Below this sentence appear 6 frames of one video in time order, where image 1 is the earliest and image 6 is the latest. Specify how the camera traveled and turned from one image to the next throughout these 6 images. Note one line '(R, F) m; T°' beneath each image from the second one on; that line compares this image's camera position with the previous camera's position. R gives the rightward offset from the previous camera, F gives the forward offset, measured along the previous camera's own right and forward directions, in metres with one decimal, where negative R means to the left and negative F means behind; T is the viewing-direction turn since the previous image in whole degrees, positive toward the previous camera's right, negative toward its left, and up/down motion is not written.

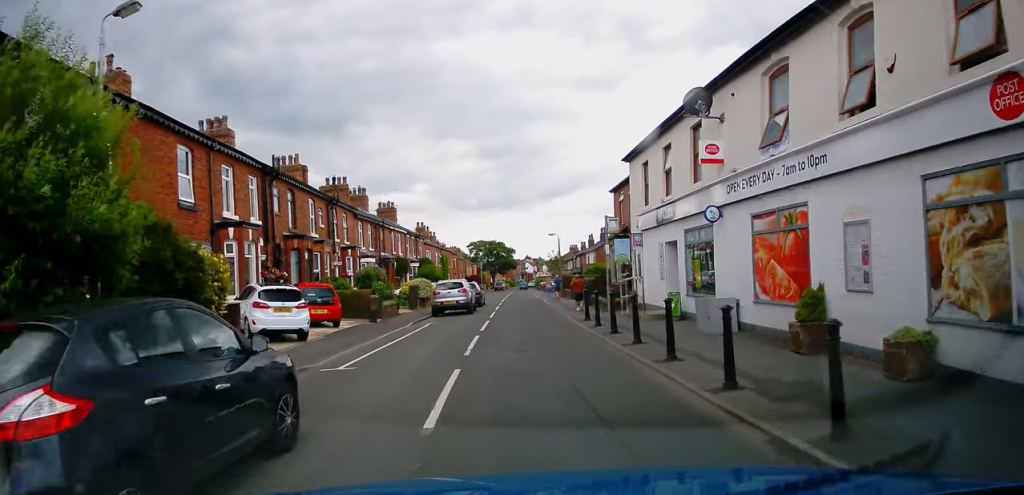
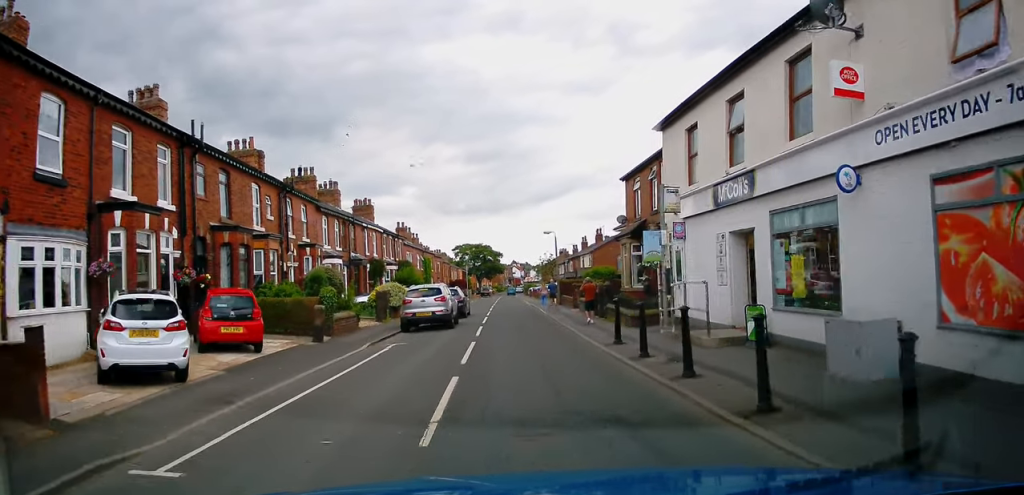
(0.0, +6.3) m; +1°
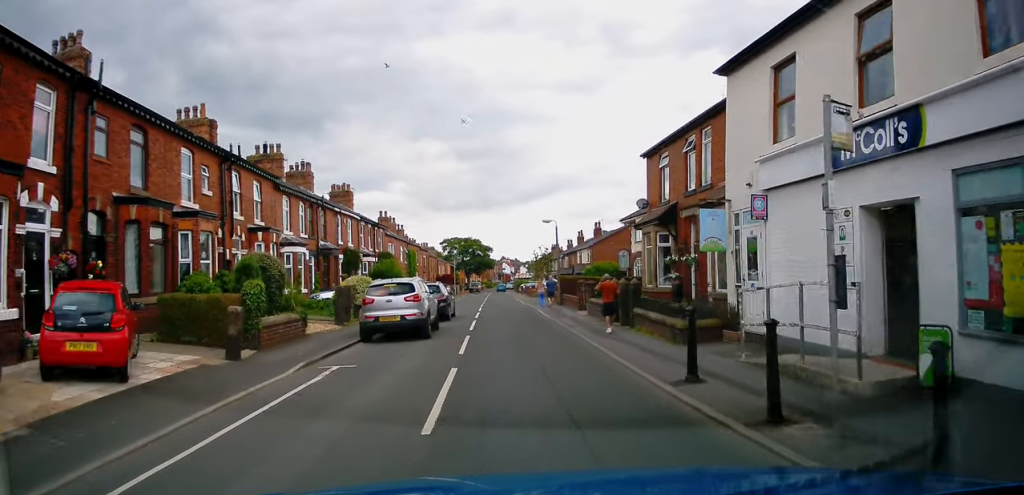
(0.0, +5.2) m; +1°
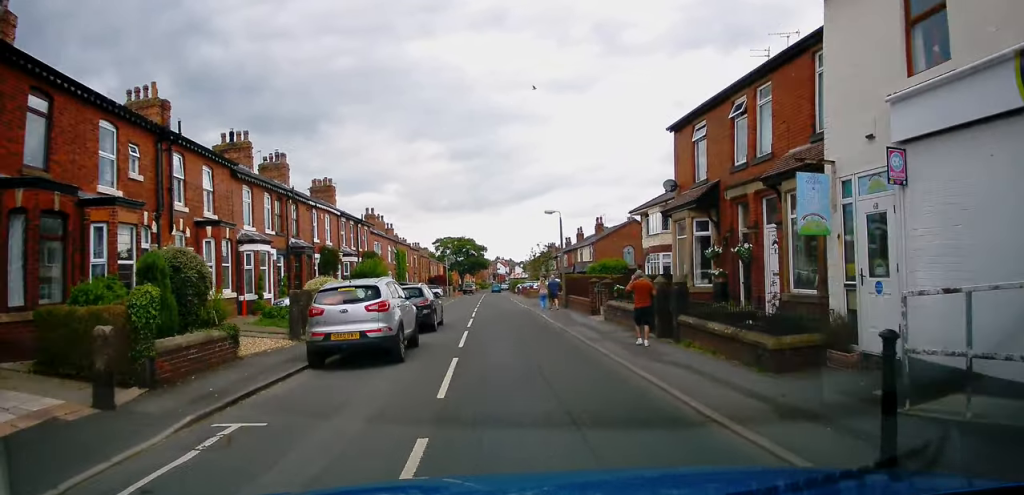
(+0.1, +4.4) m; +1°
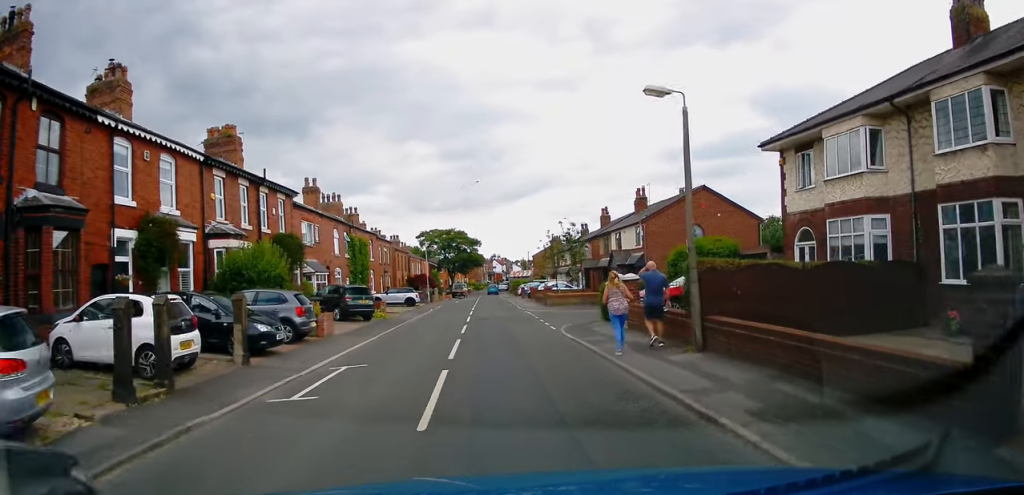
(+0.2, +19.5) m; 0°
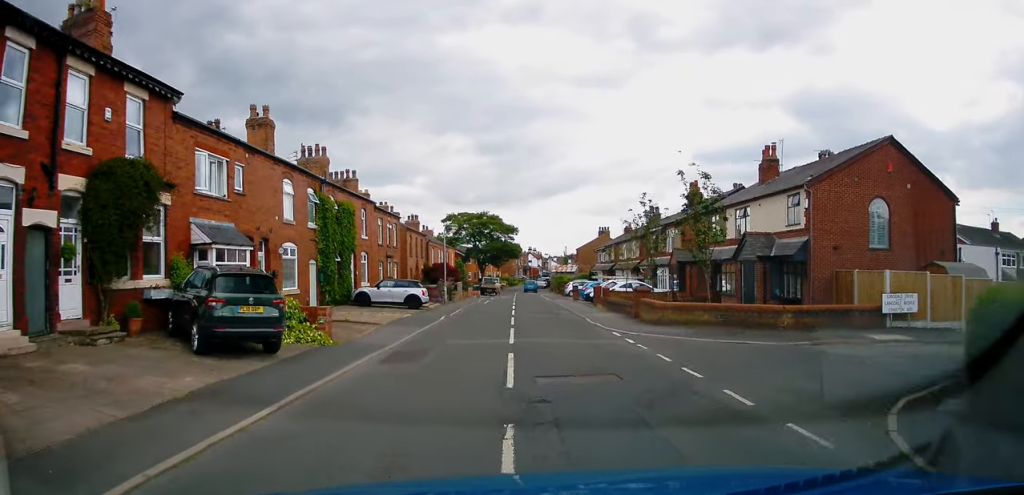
(0.0, +16.3) m; -1°
